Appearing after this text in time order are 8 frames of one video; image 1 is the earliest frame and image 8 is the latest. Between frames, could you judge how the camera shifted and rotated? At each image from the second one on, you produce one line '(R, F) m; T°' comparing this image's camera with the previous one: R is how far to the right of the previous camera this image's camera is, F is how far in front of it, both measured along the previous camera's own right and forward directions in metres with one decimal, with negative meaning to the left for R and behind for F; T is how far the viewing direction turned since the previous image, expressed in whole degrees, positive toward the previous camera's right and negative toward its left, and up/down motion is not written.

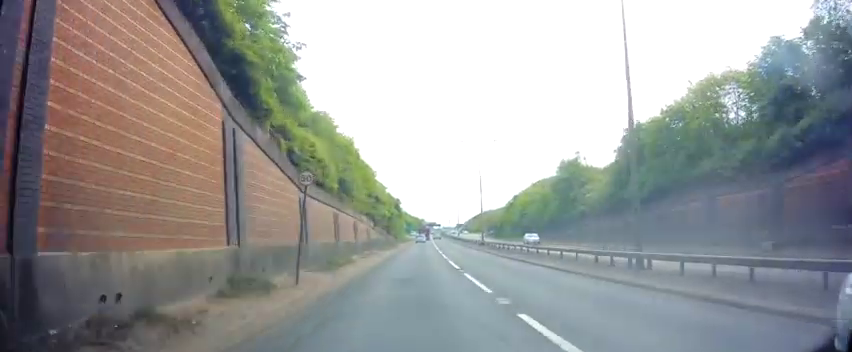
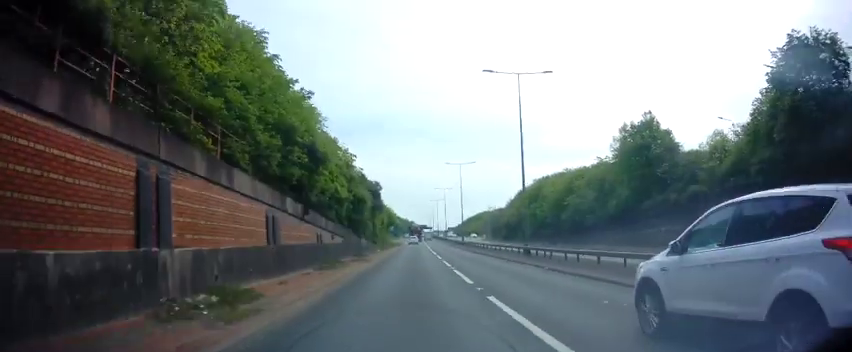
(+0.2, +25.3) m; +2°
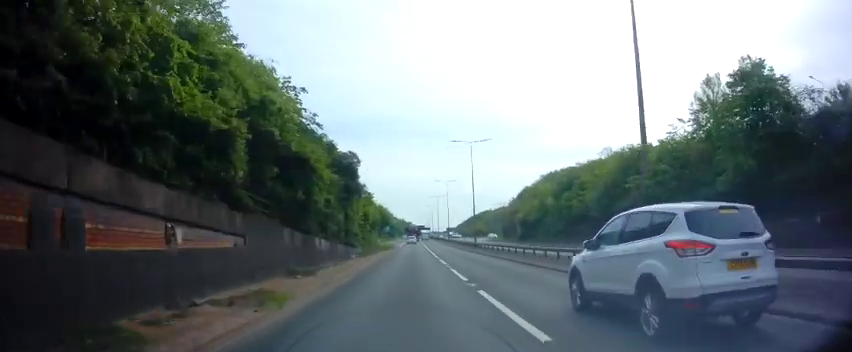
(+0.4, +16.8) m; +1°
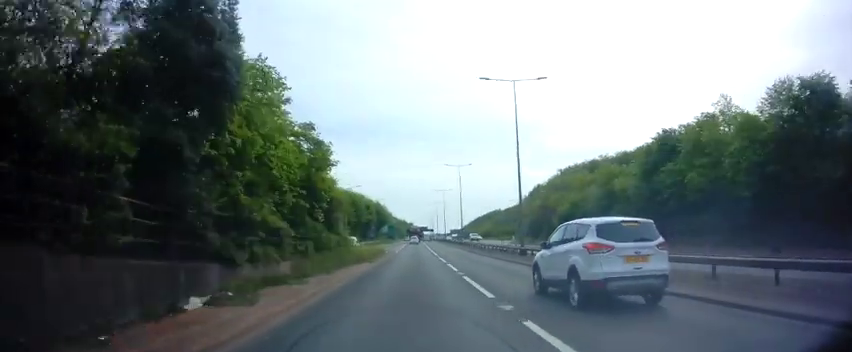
(-0.2, +22.5) m; -2°
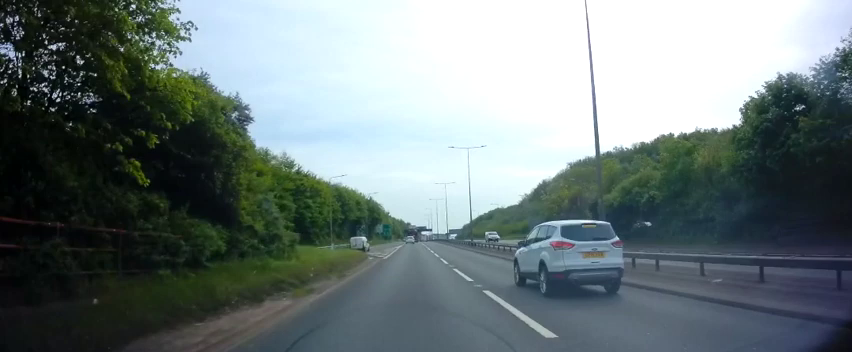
(-0.4, +13.9) m; -1°
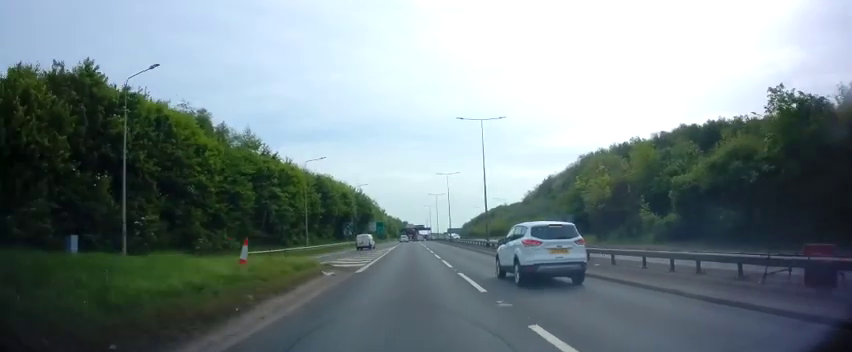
(0.0, +13.9) m; +1°
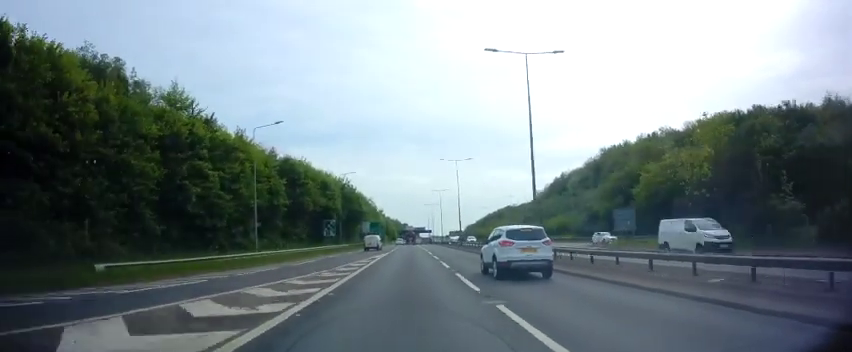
(+0.3, +17.5) m; +2°
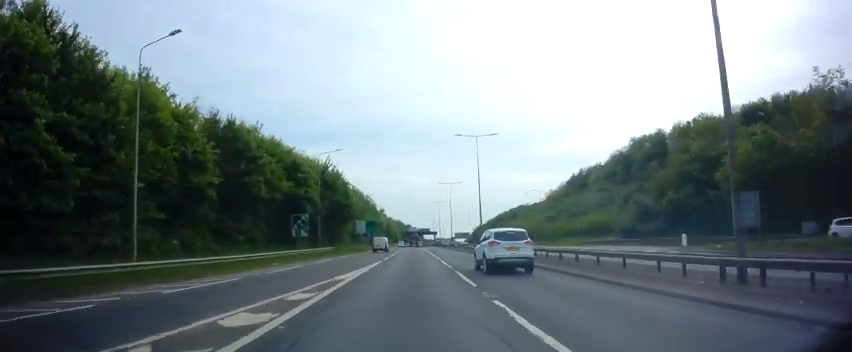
(+0.2, +17.3) m; 0°
